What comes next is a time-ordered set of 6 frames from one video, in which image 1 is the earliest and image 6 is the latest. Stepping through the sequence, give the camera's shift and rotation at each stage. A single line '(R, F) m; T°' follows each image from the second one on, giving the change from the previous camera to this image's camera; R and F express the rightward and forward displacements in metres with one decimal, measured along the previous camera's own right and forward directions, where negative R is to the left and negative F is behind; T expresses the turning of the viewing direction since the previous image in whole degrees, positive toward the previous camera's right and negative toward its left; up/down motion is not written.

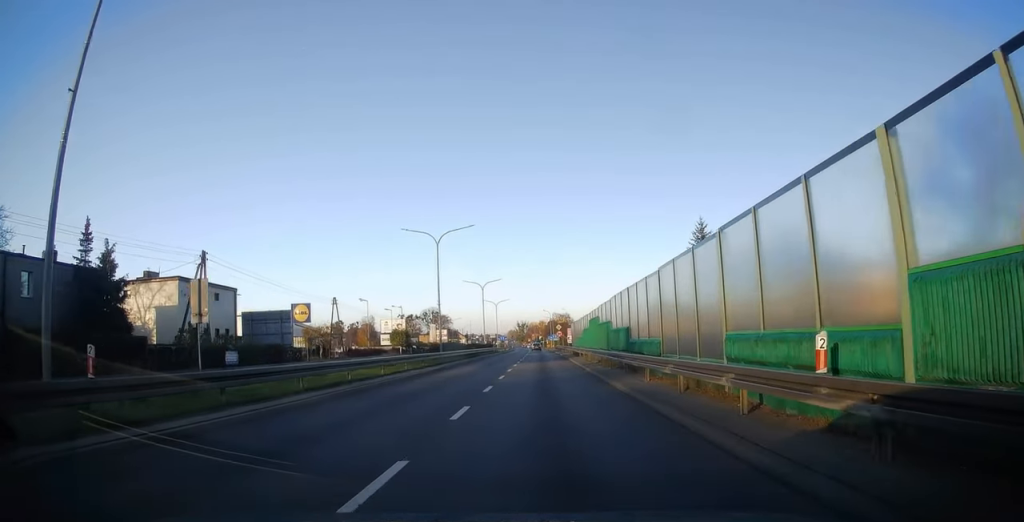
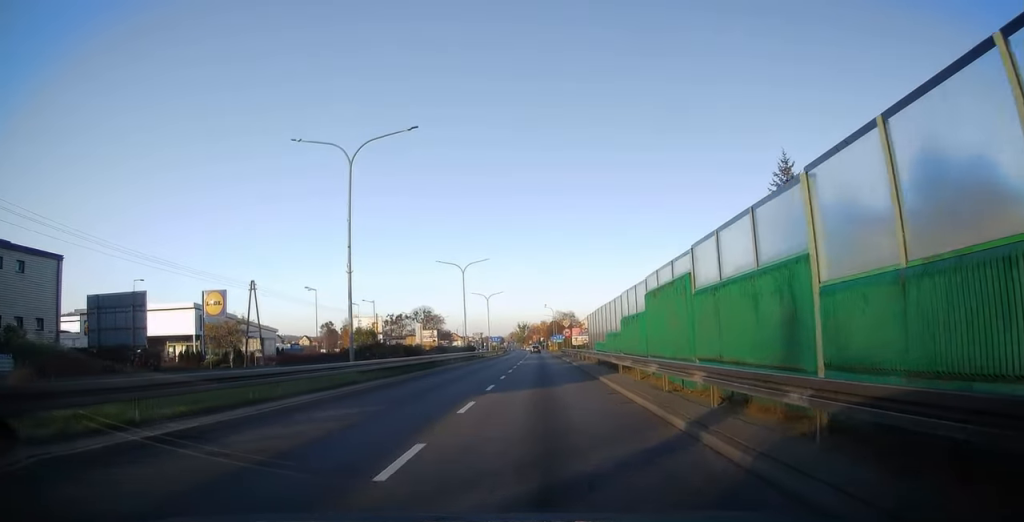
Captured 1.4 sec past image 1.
(+0.1, +22.9) m; +1°
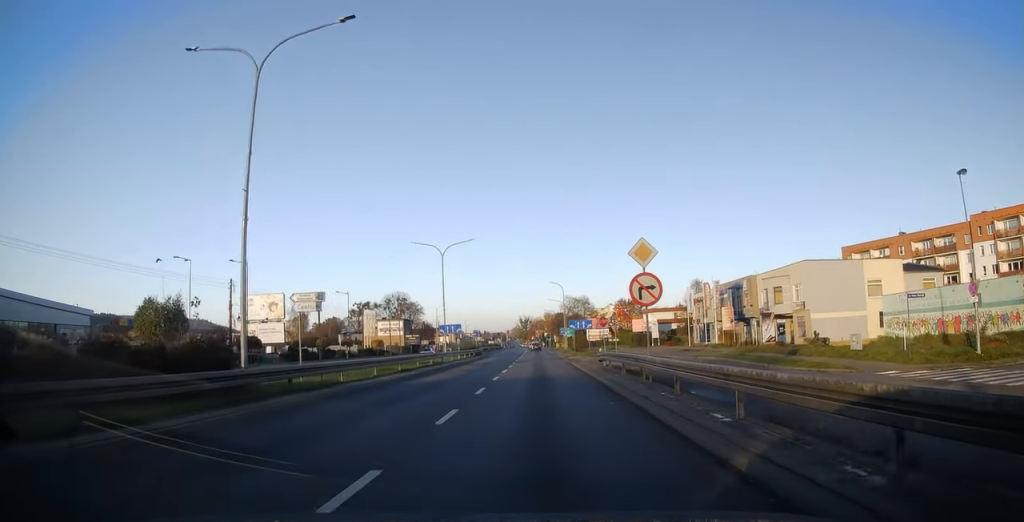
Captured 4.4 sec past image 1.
(-0.5, +49.8) m; -1°
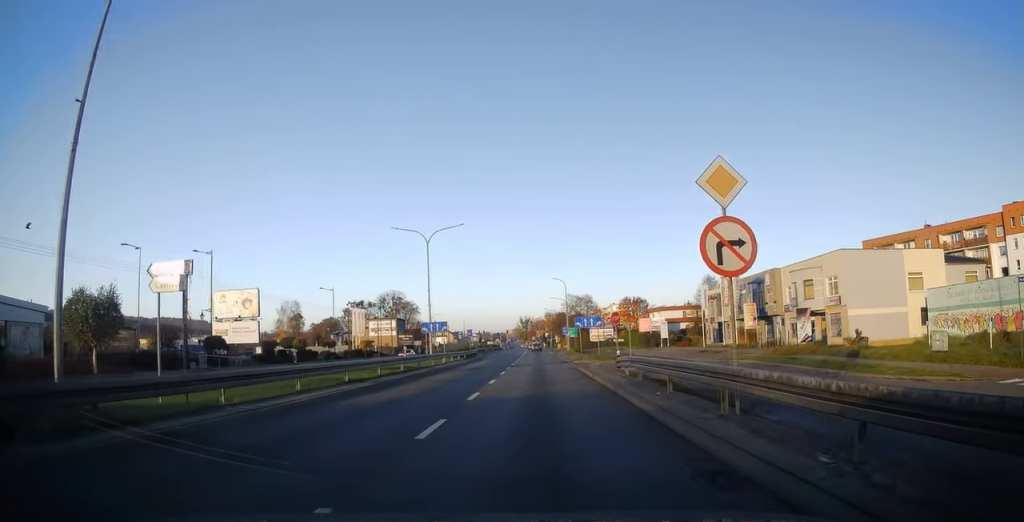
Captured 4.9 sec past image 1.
(0.0, +7.4) m; 0°
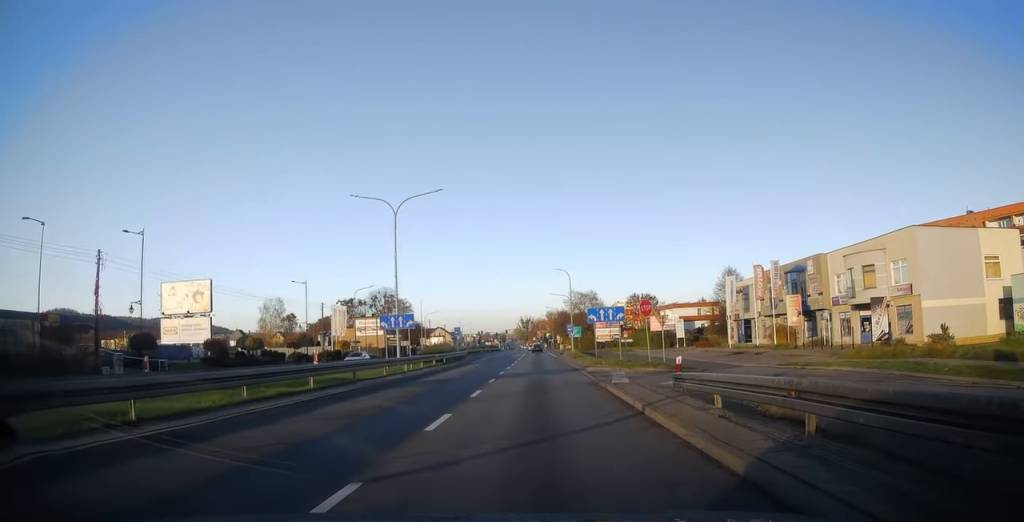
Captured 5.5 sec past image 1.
(-0.3, +11.0) m; 0°
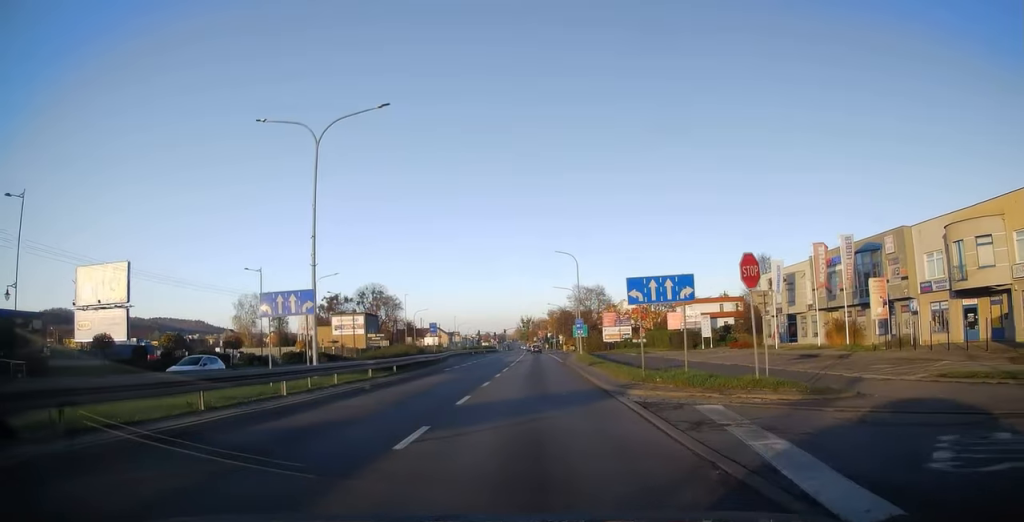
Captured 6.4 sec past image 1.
(+0.3, +13.8) m; 0°
